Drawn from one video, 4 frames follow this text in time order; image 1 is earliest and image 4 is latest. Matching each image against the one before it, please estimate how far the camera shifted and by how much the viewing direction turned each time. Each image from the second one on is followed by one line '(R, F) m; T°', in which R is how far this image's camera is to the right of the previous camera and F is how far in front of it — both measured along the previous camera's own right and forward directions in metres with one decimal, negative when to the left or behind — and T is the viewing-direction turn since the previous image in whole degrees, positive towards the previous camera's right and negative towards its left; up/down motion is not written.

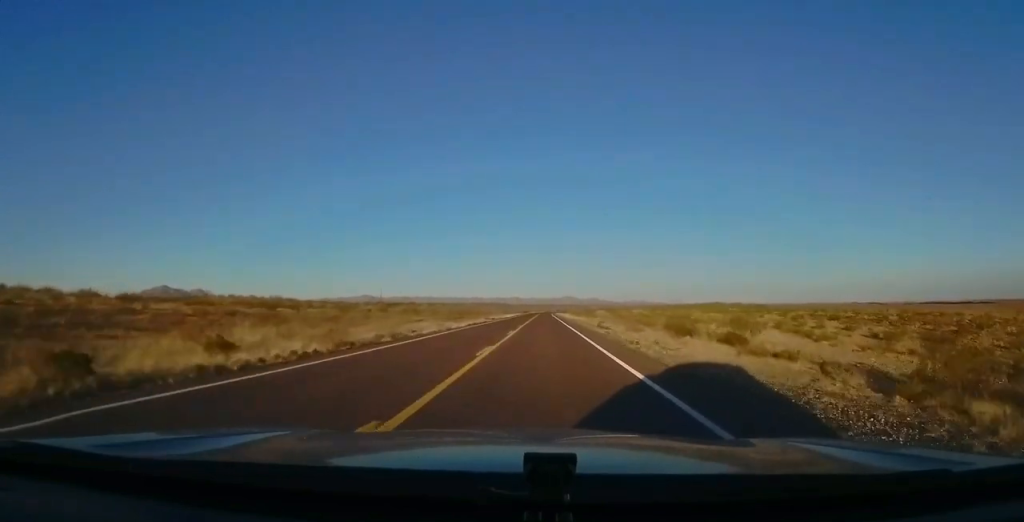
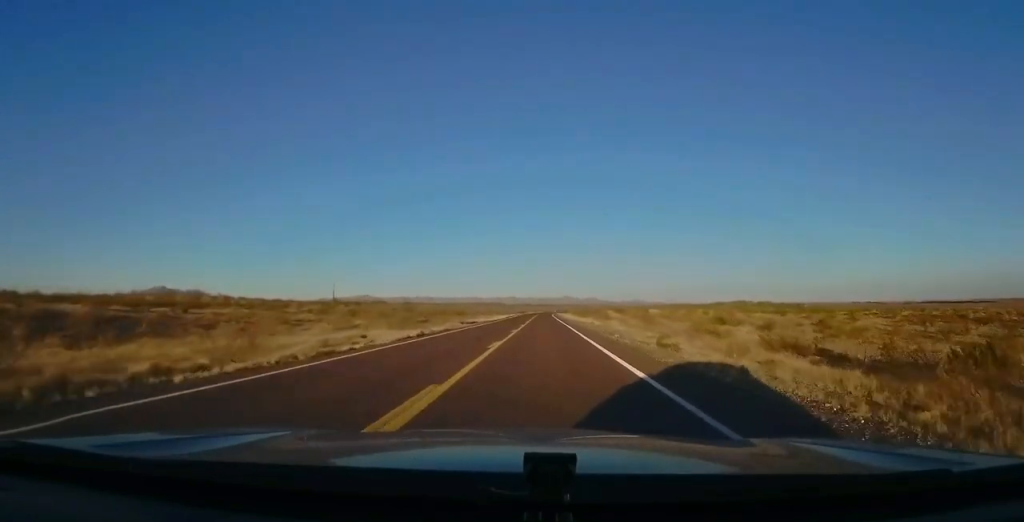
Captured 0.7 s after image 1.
(+0.1, +21.3) m; 0°
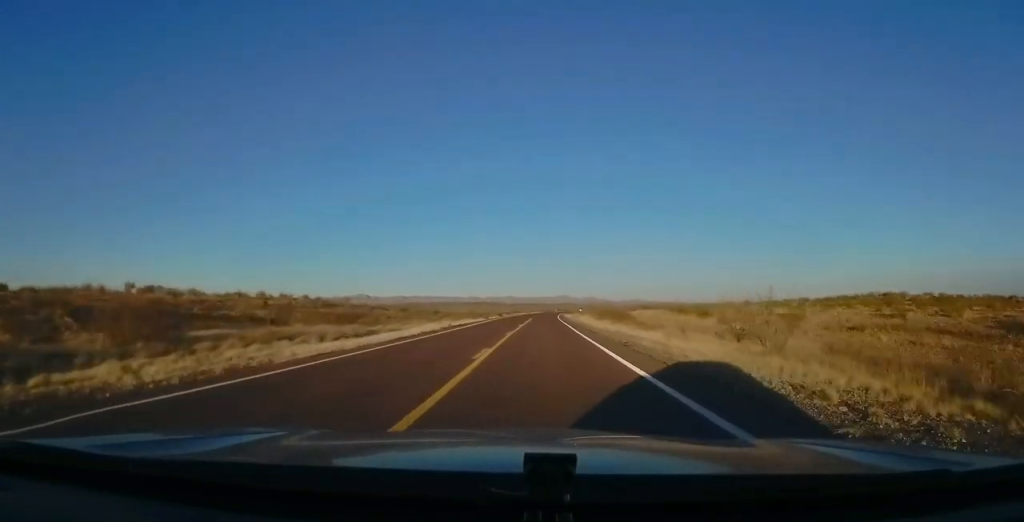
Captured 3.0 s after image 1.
(+0.1, +64.9) m; +1°
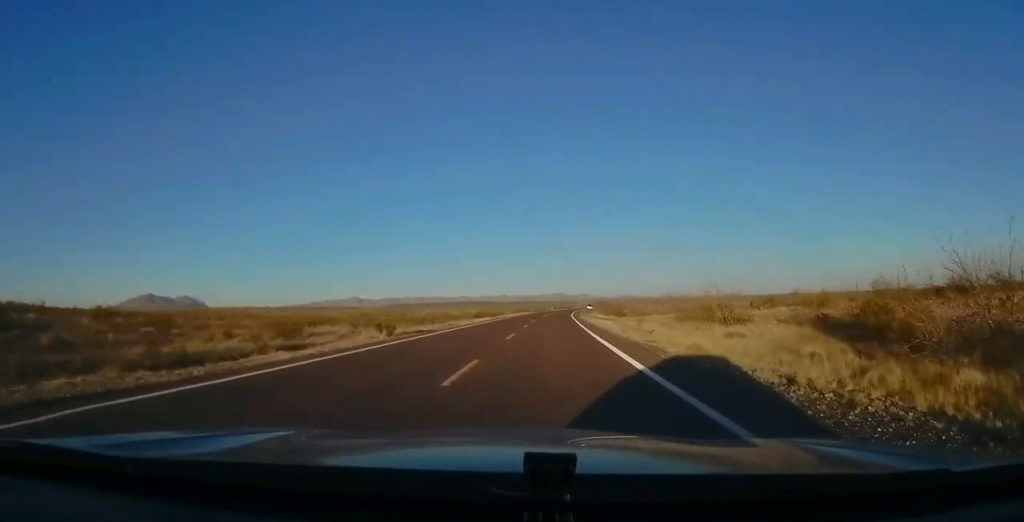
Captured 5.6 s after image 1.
(+0.2, +77.6) m; +1°
